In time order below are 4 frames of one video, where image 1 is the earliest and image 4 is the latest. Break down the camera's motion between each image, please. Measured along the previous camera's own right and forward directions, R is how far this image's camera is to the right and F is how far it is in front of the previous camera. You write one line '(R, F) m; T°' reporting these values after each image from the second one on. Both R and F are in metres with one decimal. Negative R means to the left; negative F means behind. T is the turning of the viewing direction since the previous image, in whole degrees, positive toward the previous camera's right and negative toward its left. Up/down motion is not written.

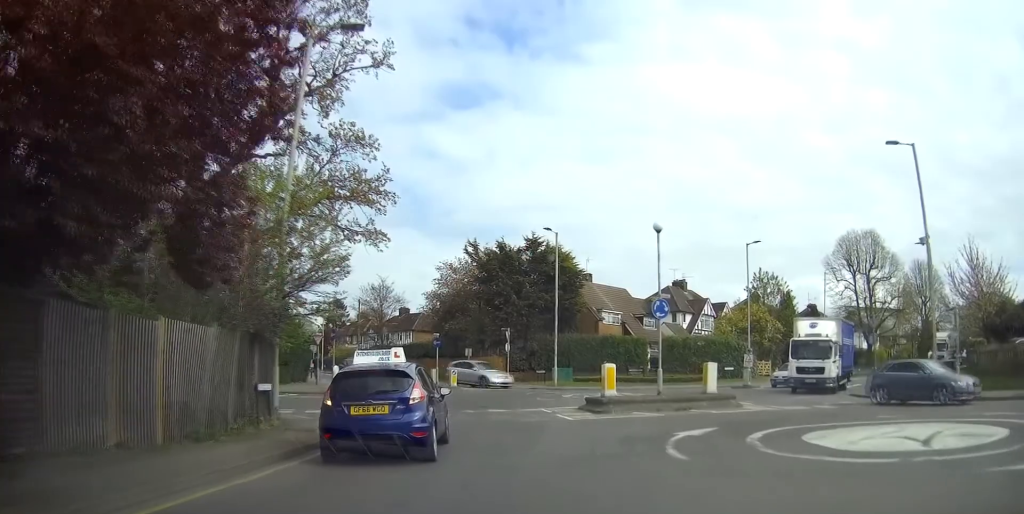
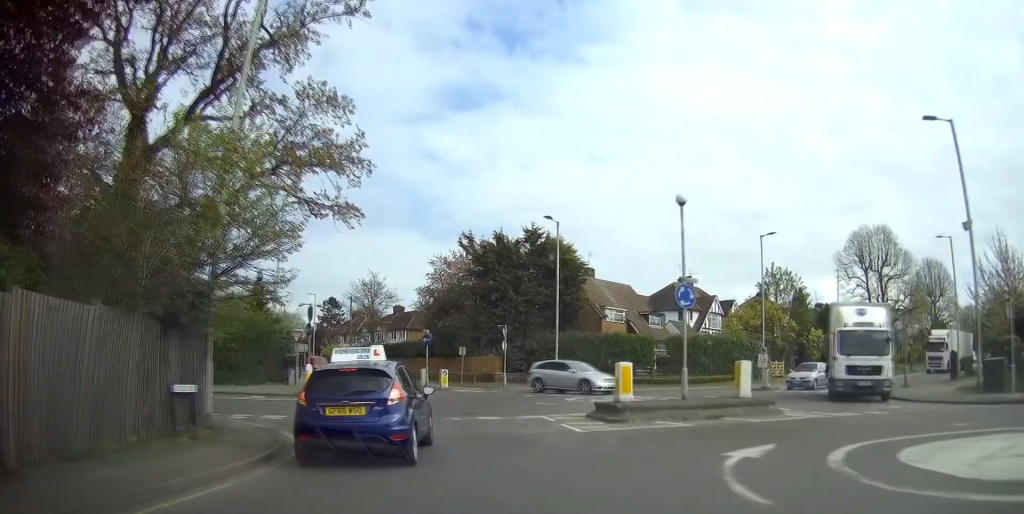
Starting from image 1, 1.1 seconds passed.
(+0.2, +2.9) m; +5°
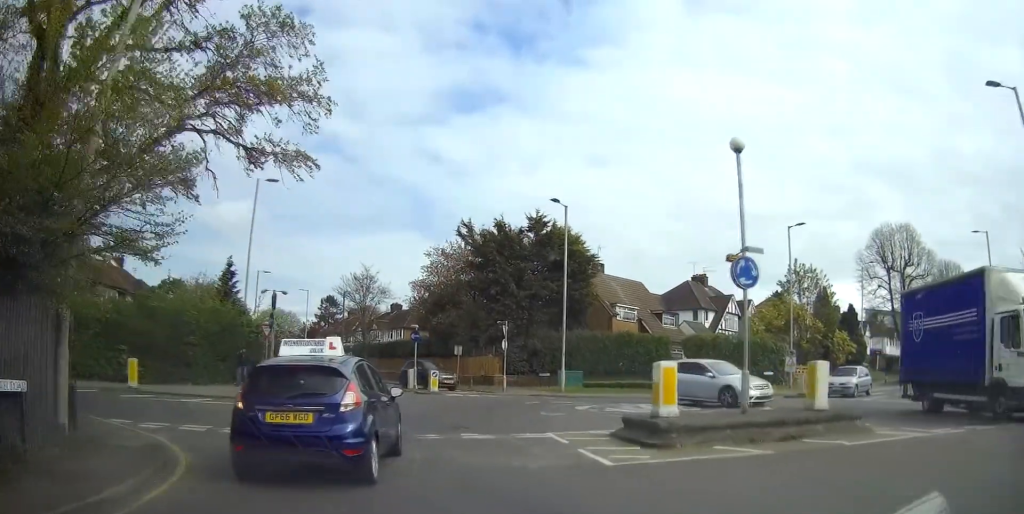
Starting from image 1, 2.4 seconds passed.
(0.0, +4.4) m; +2°
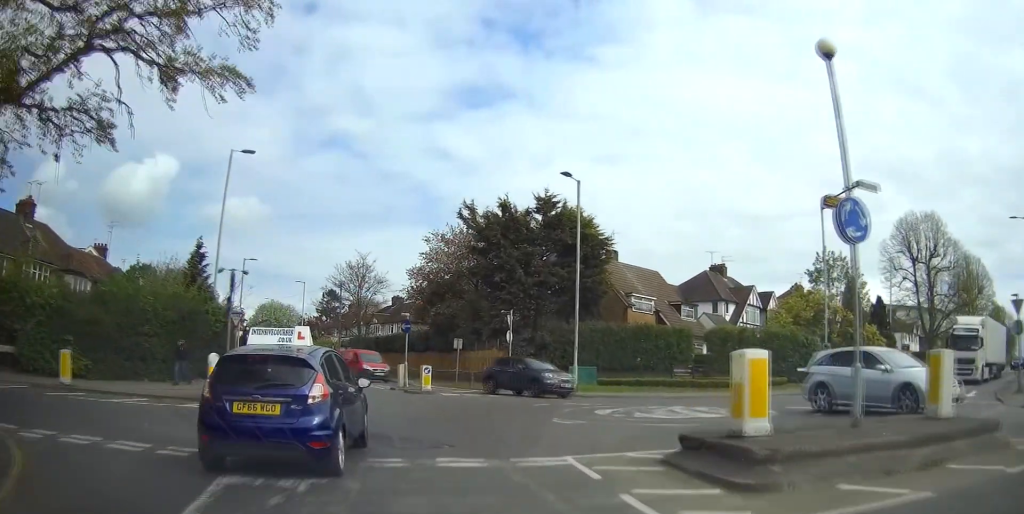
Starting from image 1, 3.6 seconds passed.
(0.0, +4.4) m; -3°
